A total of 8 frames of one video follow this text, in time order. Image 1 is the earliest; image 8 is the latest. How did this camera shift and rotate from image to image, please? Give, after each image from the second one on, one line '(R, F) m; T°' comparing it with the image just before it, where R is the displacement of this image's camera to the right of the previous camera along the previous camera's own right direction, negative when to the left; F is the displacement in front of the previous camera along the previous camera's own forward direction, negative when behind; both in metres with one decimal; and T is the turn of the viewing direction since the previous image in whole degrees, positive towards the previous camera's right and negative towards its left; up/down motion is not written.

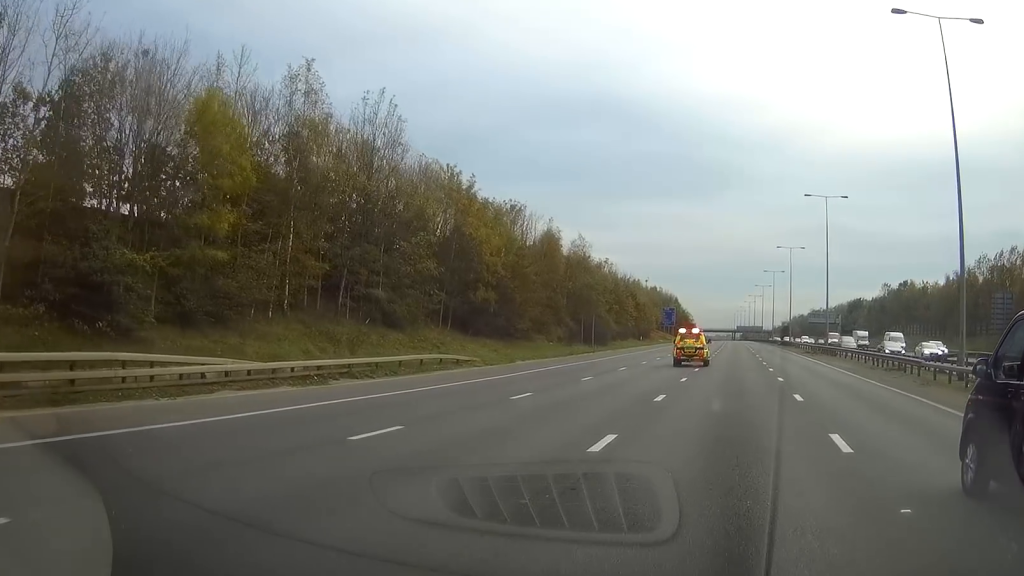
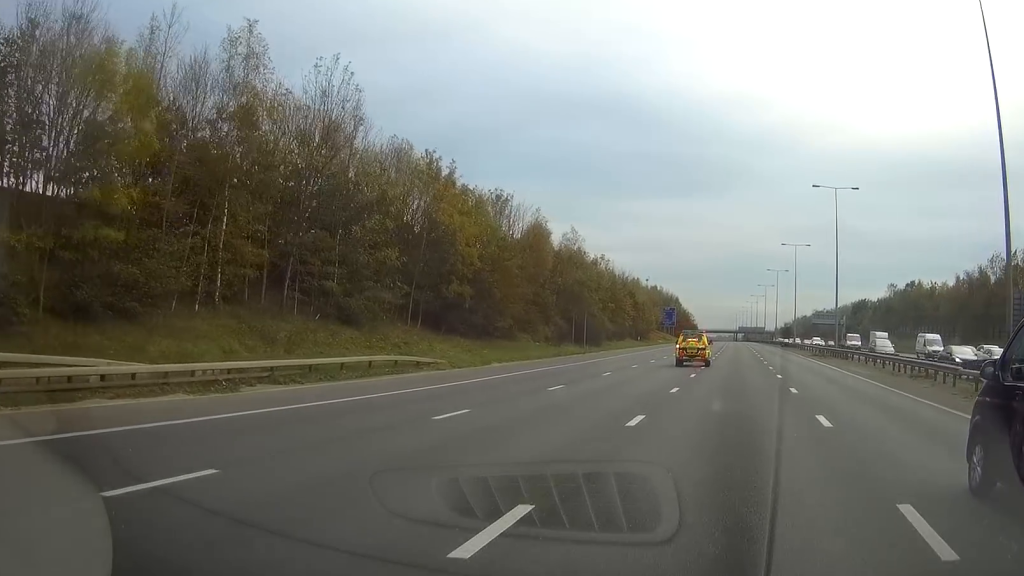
(-0.1, +5.9) m; 0°
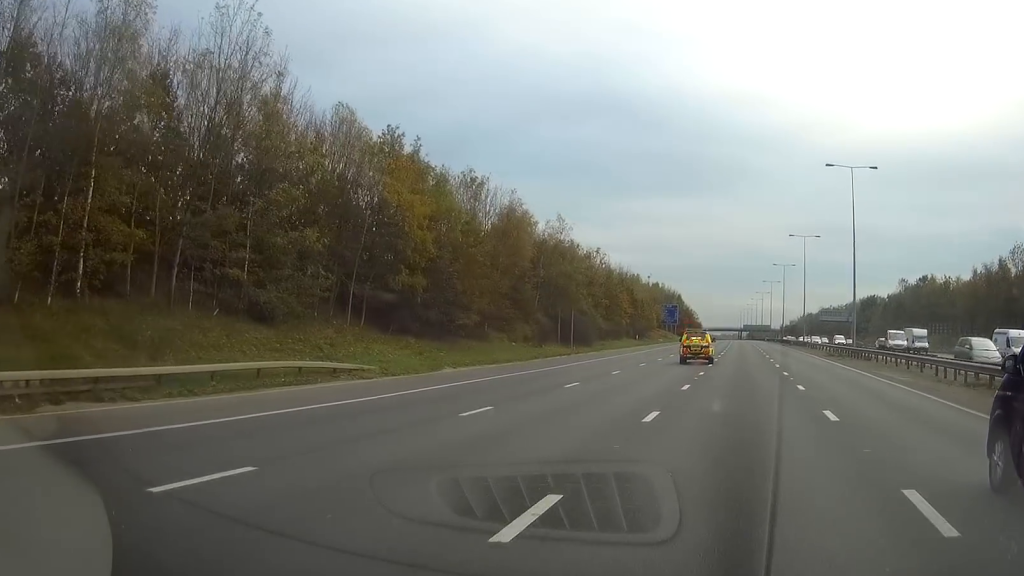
(0.0, +8.7) m; 0°
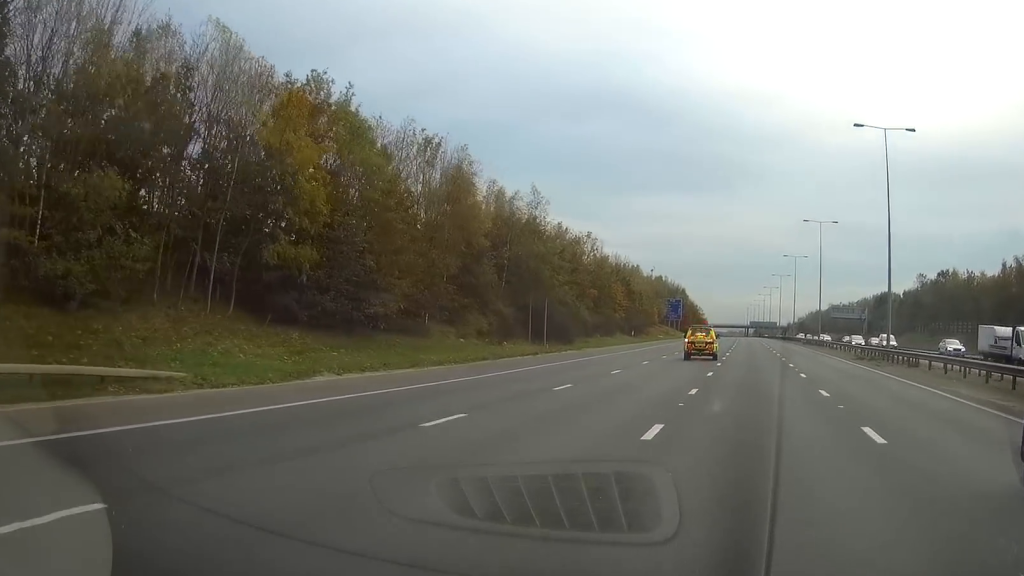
(0.0, +12.5) m; 0°
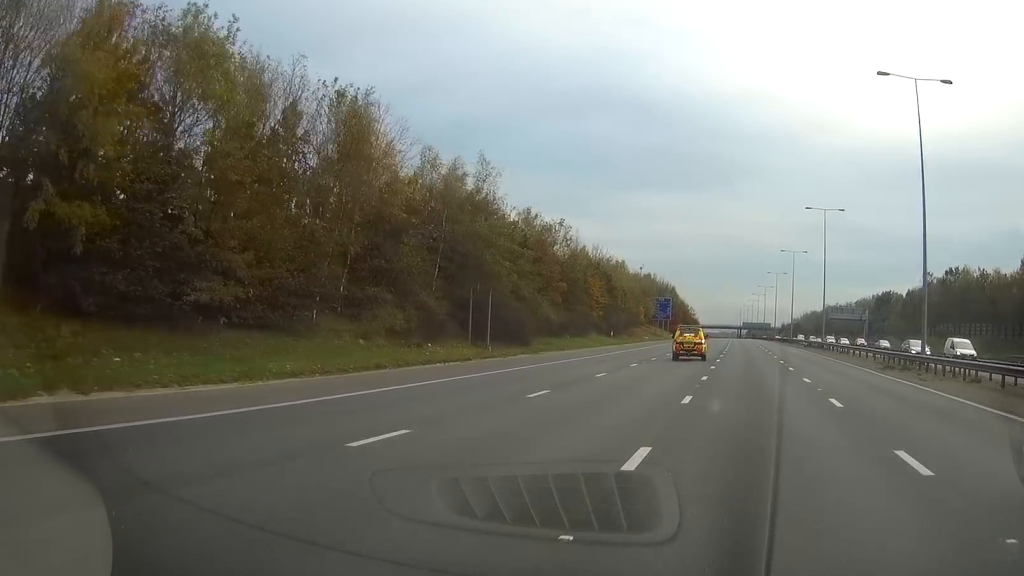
(-0.1, +11.9) m; 0°
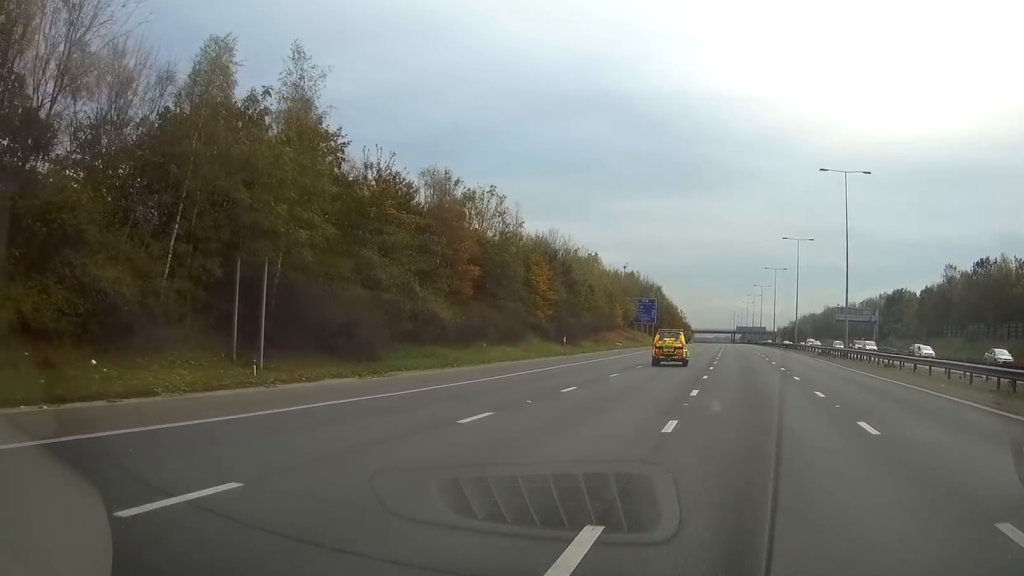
(+0.1, +23.5) m; 0°
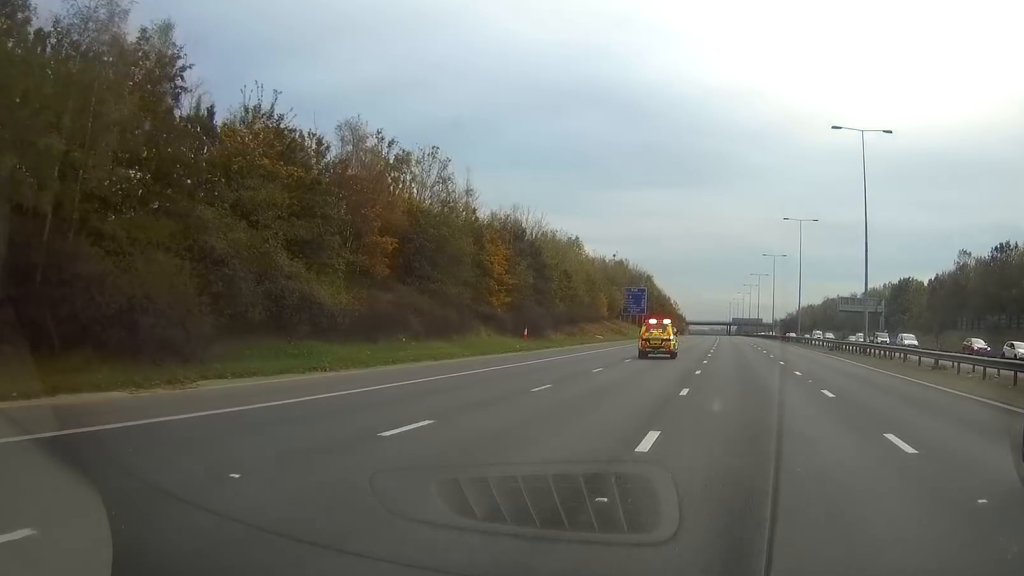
(-0.1, +12.1) m; 0°
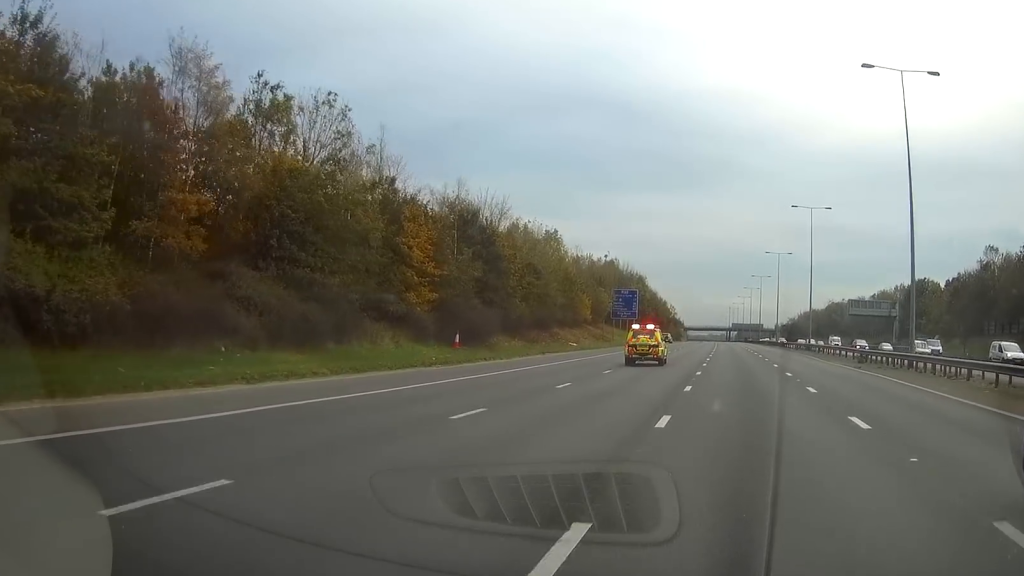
(0.0, +14.9) m; 0°
